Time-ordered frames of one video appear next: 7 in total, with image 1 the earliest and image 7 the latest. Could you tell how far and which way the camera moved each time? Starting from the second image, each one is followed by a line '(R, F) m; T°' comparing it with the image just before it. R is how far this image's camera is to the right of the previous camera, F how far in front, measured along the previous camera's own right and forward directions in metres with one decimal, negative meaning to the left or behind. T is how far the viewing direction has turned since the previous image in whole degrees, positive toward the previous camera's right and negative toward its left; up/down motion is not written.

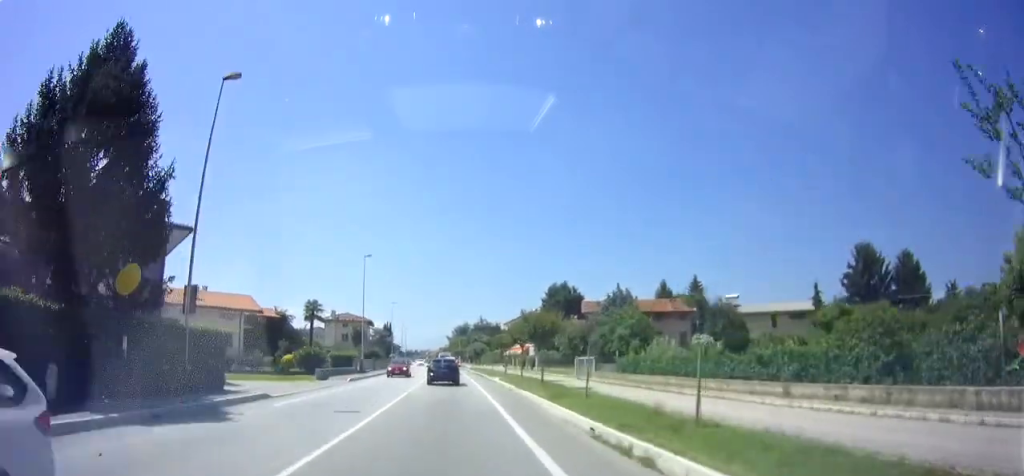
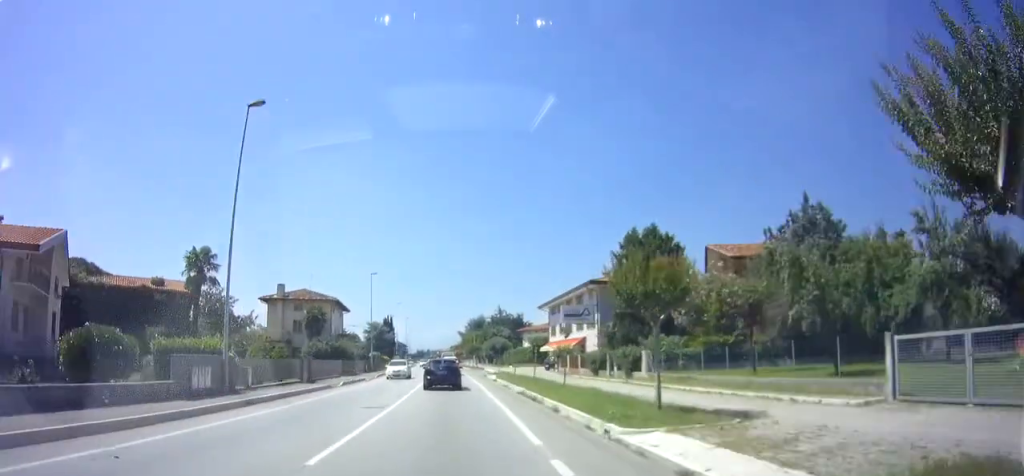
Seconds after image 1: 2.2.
(+0.1, +30.4) m; 0°
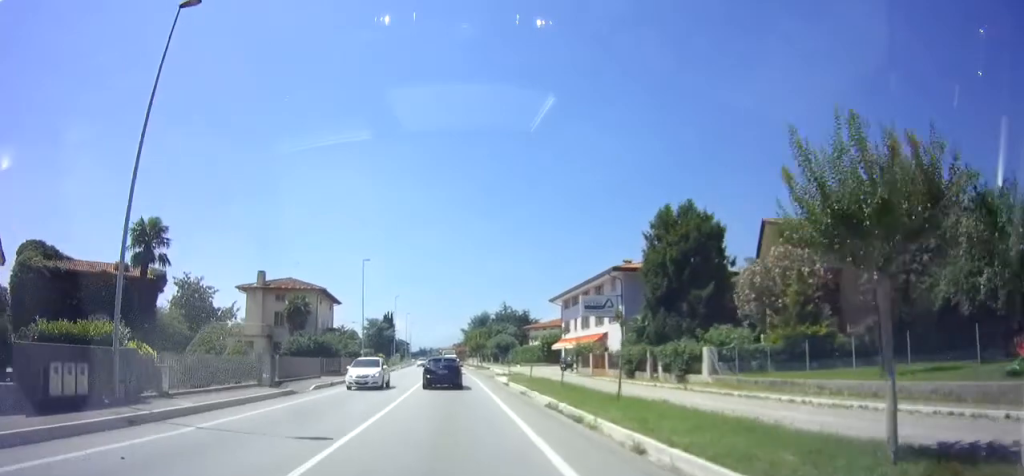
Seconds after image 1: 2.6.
(0.0, +6.3) m; -1°
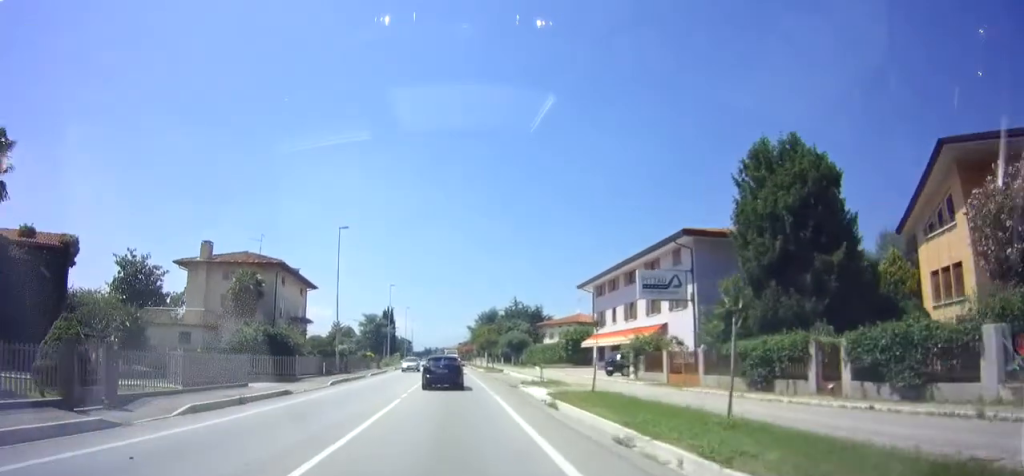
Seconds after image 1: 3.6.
(-0.3, +12.4) m; -2°
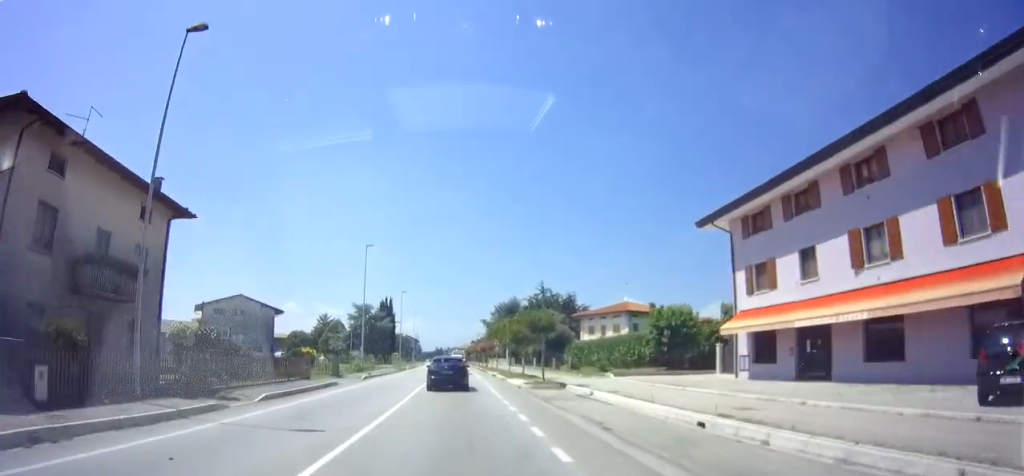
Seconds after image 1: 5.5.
(-0.7, +24.6) m; -2°
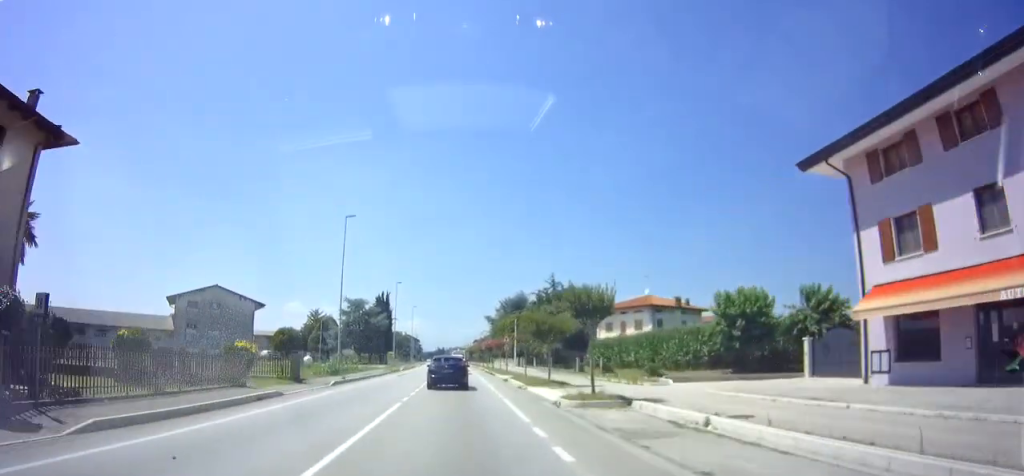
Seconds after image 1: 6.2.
(+0.2, +9.2) m; 0°
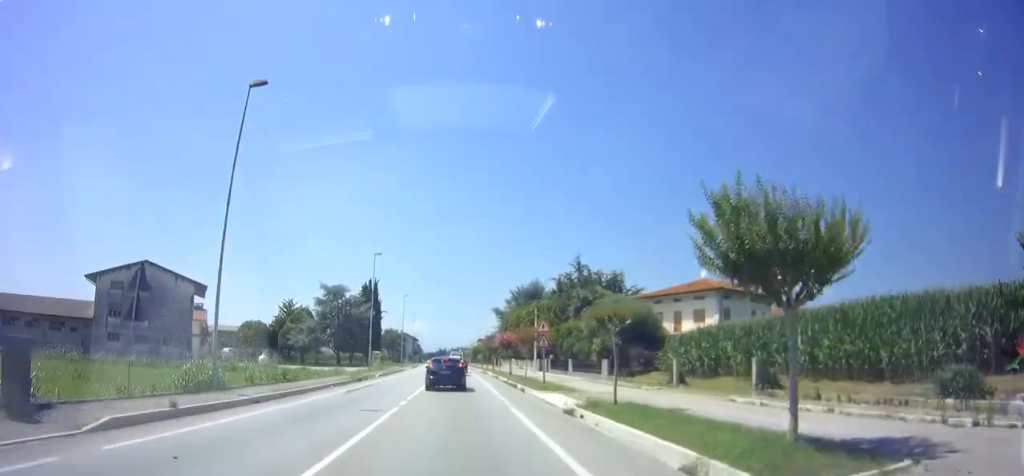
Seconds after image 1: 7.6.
(-0.2, +18.4) m; +1°
